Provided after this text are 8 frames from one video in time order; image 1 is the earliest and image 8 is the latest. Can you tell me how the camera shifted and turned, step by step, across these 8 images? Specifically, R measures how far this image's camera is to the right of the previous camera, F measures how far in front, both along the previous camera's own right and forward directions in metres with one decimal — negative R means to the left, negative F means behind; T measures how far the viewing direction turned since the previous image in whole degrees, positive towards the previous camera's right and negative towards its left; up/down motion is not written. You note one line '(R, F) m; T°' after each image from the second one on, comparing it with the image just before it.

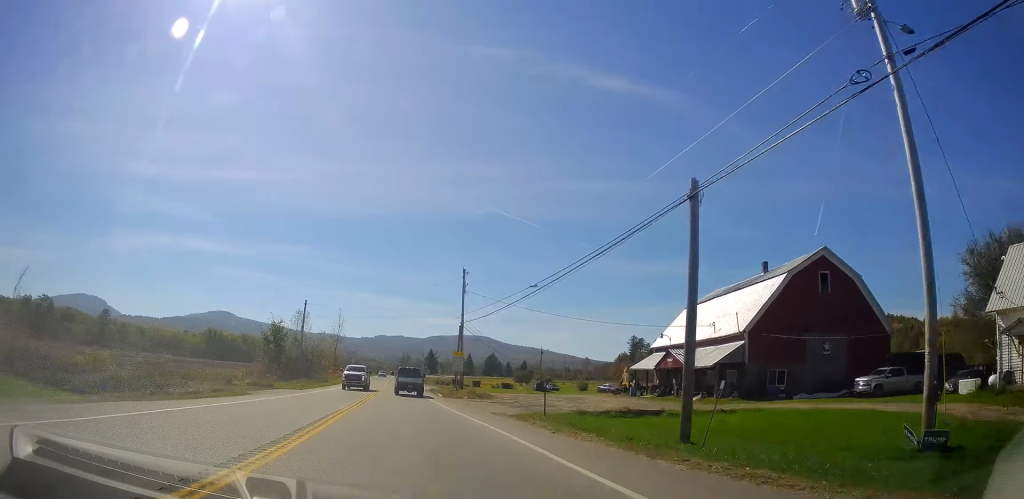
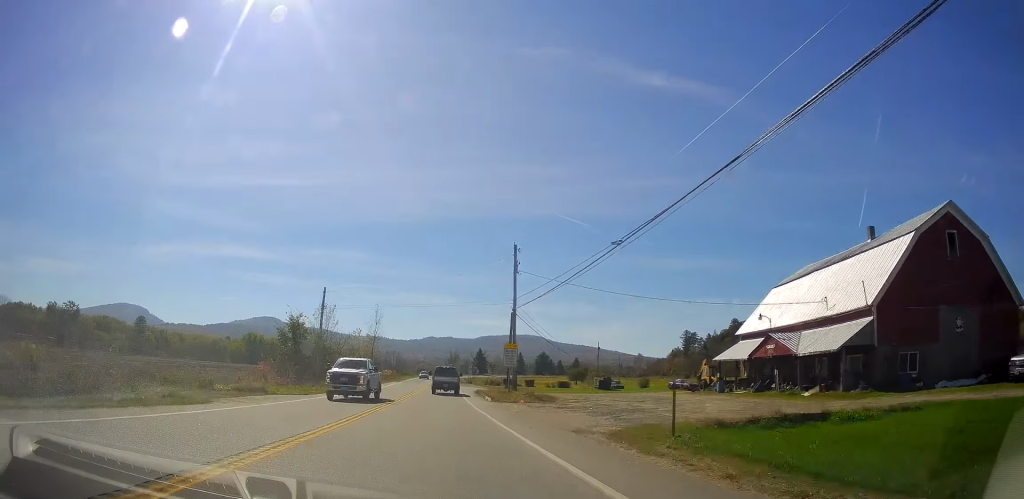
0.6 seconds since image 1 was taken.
(-0.8, +10.4) m; -6°
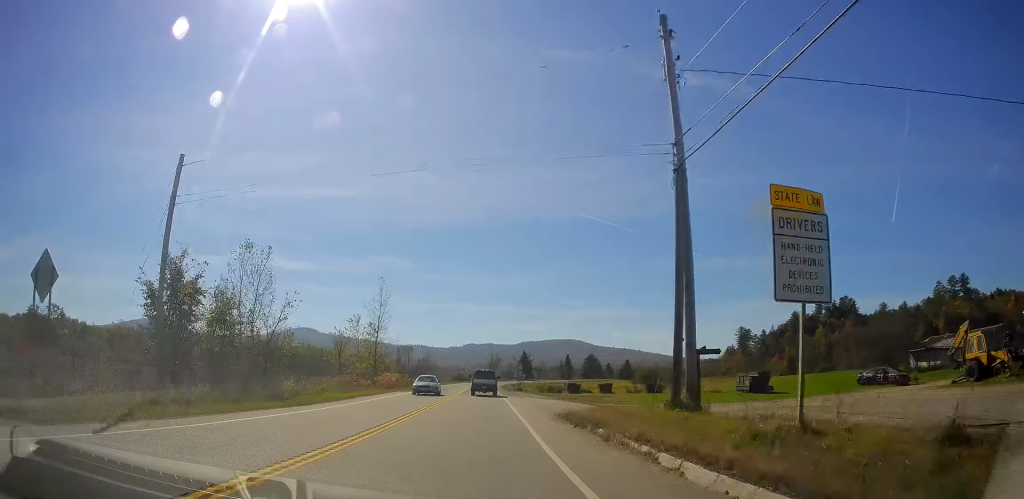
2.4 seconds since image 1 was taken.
(-4.0, +32.5) m; -11°
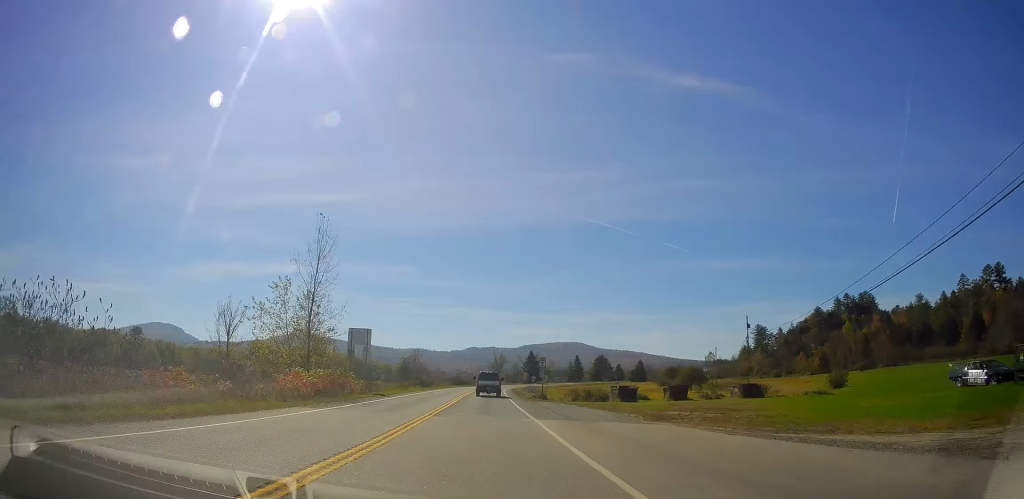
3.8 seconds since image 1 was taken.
(-0.6, +27.7) m; -1°
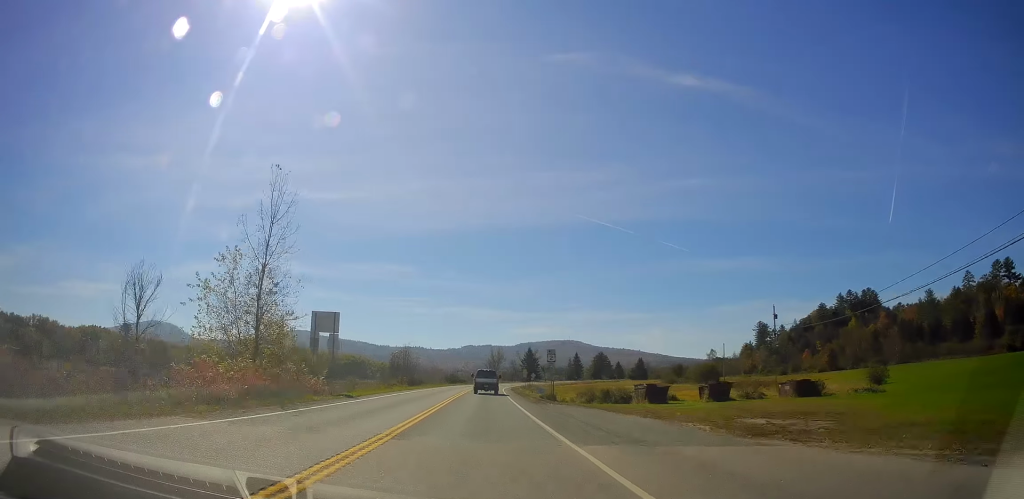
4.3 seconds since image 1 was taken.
(0.0, +9.2) m; 0°
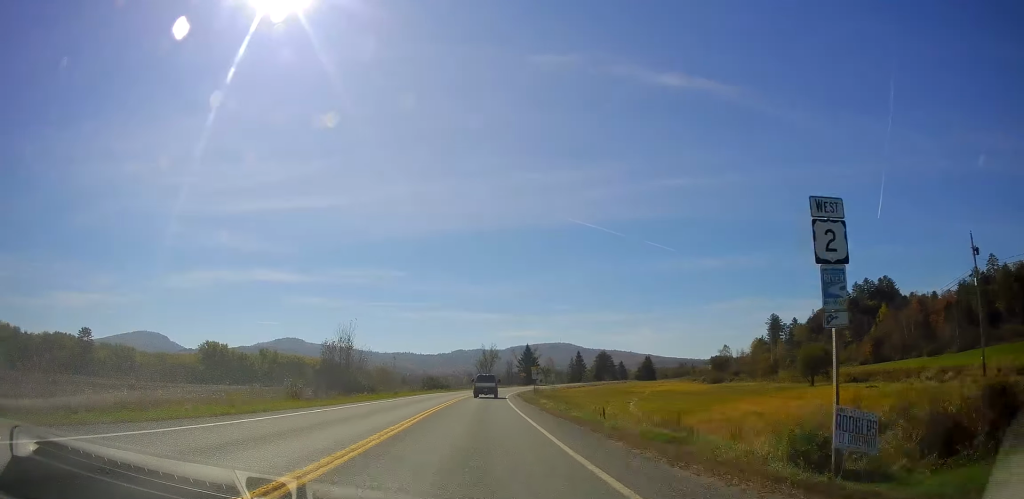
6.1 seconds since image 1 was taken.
(+0.5, +36.4) m; +3°
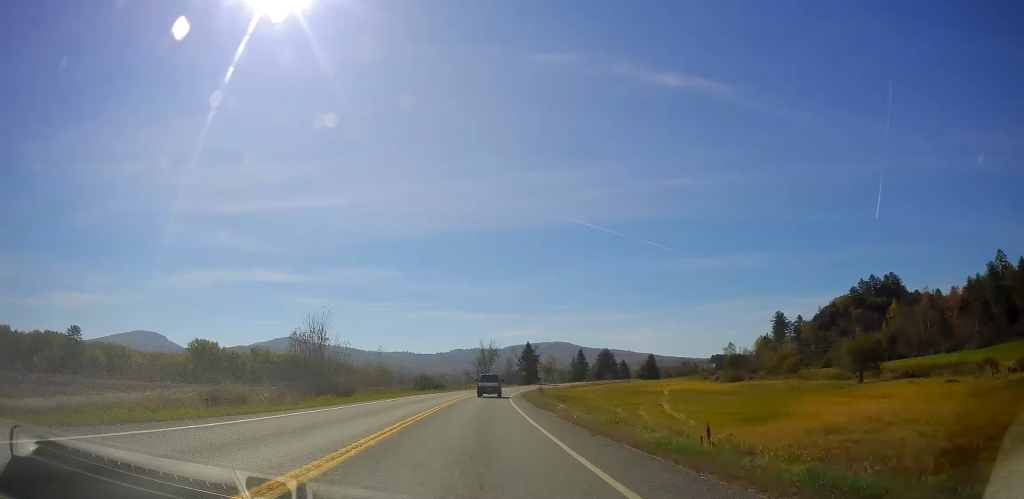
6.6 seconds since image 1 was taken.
(+0.2, +9.6) m; -1°
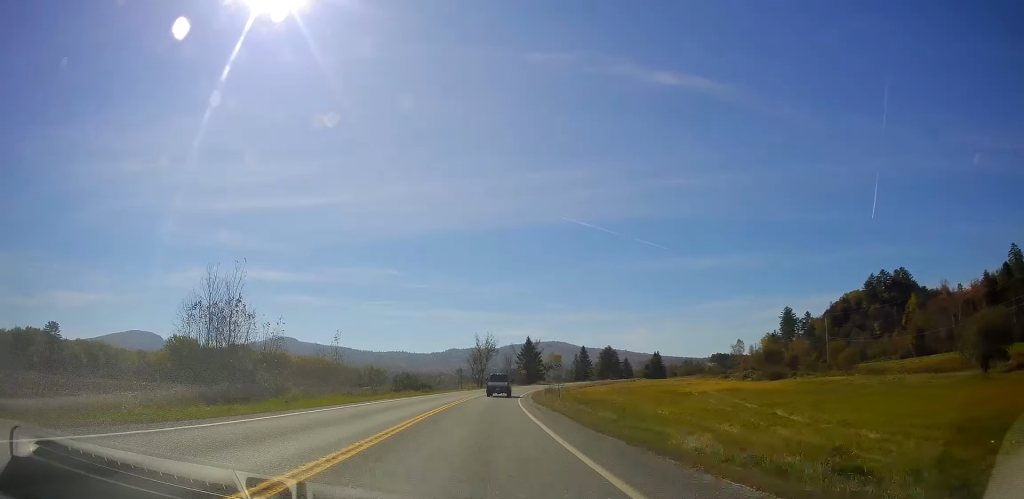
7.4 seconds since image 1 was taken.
(0.0, +17.4) m; -1°
